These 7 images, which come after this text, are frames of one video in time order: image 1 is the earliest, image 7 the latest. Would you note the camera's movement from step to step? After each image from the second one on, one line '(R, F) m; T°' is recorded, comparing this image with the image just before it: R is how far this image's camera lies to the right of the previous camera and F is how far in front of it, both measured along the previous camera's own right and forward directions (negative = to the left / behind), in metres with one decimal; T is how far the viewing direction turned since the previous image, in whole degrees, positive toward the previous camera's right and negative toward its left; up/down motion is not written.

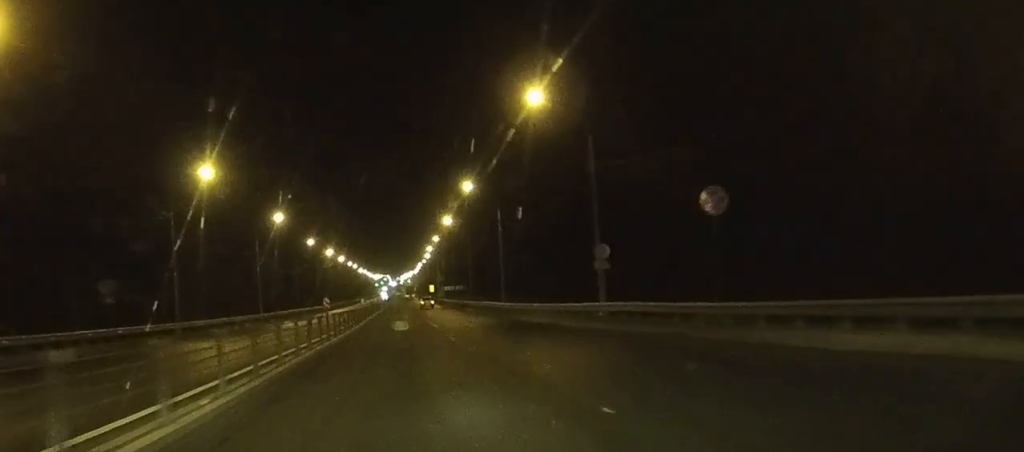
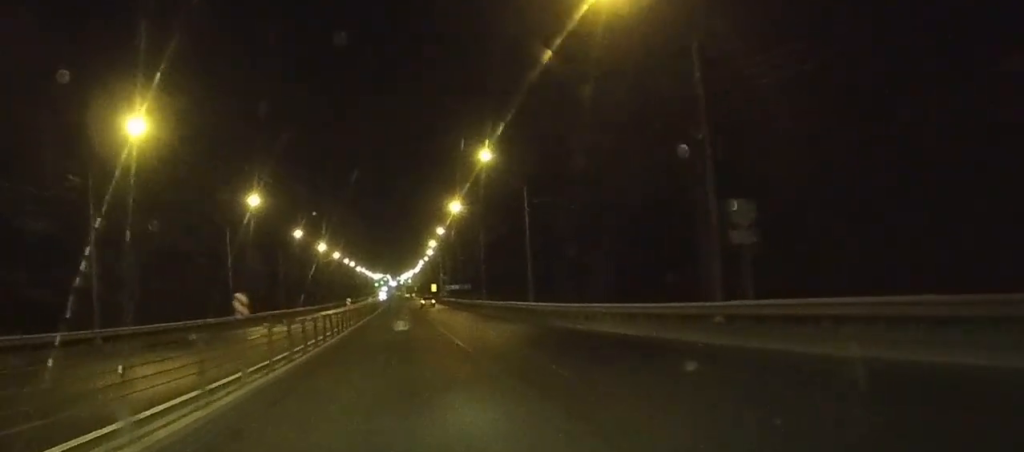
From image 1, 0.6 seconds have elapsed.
(-0.1, +16.6) m; 0°
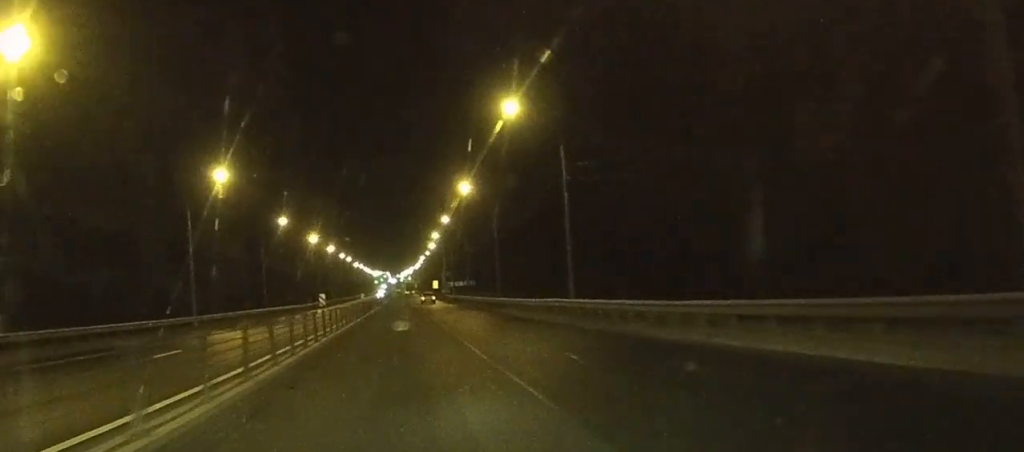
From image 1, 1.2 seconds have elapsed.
(-0.1, +14.9) m; 0°
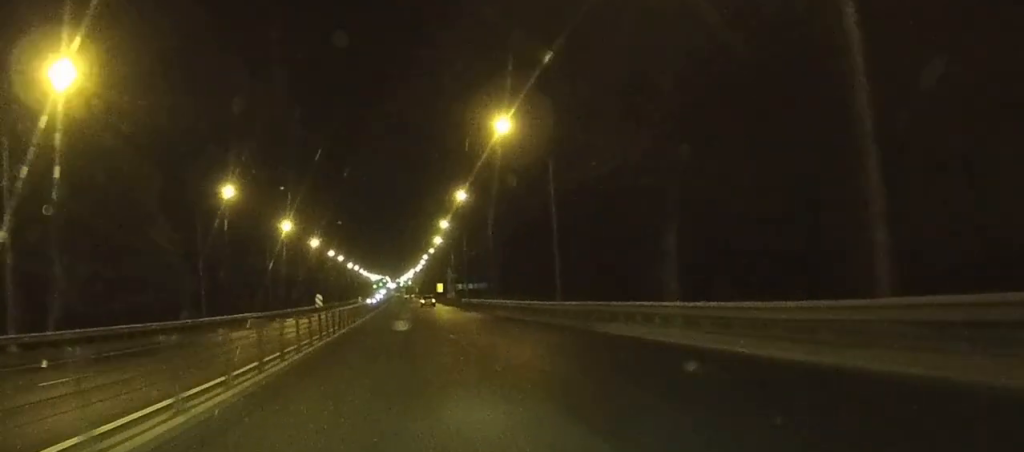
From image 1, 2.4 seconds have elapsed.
(+0.1, +31.4) m; +1°
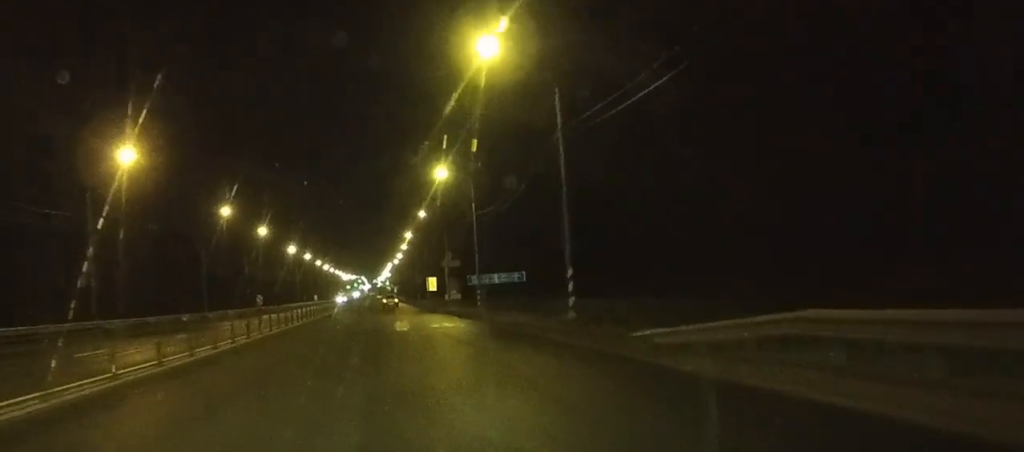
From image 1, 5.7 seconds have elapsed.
(+1.7, +85.7) m; +1°
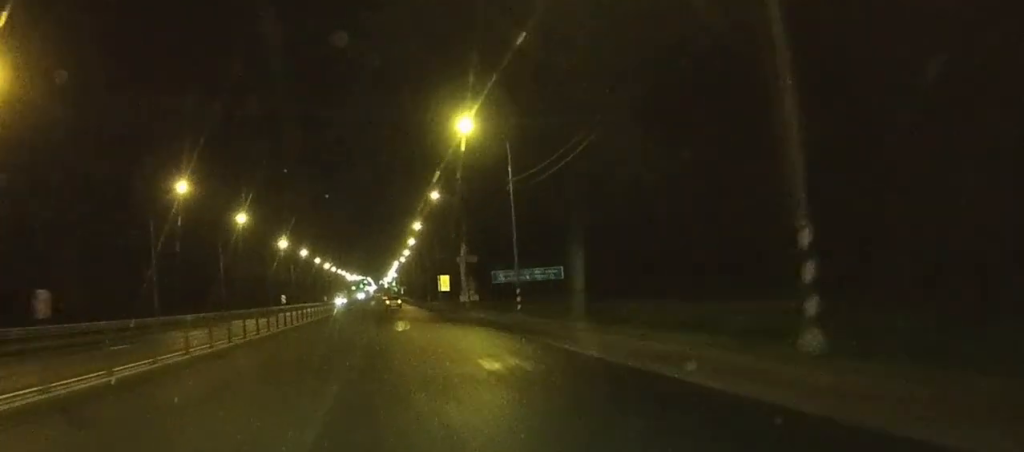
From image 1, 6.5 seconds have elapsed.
(0.0, +20.0) m; 0°
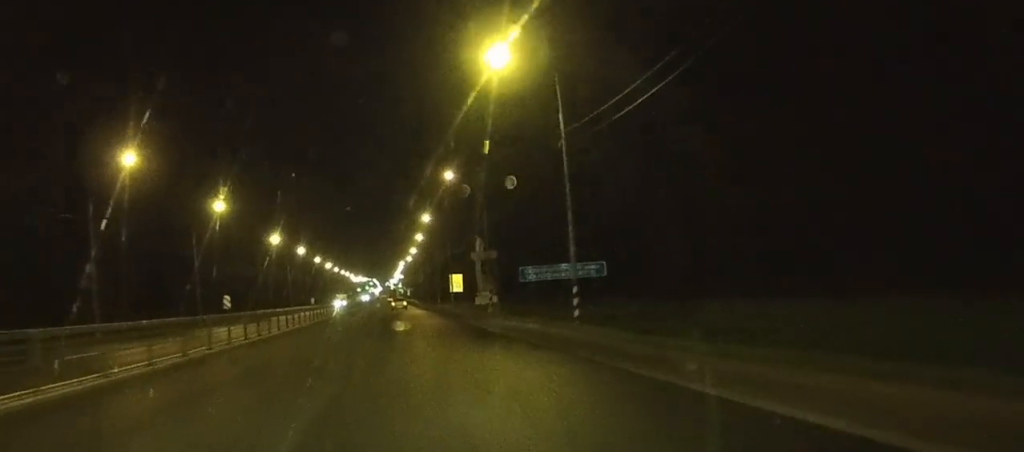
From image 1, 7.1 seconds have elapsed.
(+0.1, +14.9) m; 0°
